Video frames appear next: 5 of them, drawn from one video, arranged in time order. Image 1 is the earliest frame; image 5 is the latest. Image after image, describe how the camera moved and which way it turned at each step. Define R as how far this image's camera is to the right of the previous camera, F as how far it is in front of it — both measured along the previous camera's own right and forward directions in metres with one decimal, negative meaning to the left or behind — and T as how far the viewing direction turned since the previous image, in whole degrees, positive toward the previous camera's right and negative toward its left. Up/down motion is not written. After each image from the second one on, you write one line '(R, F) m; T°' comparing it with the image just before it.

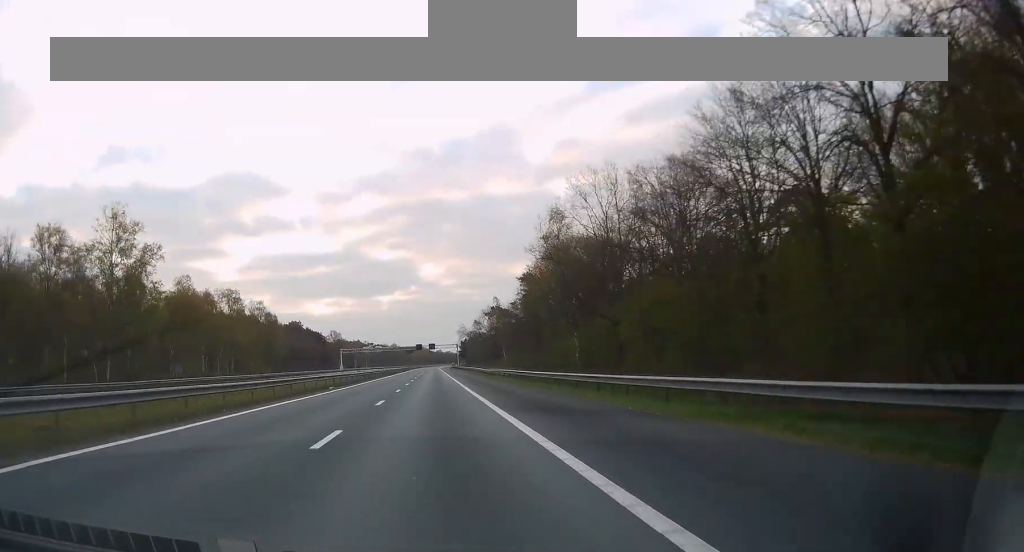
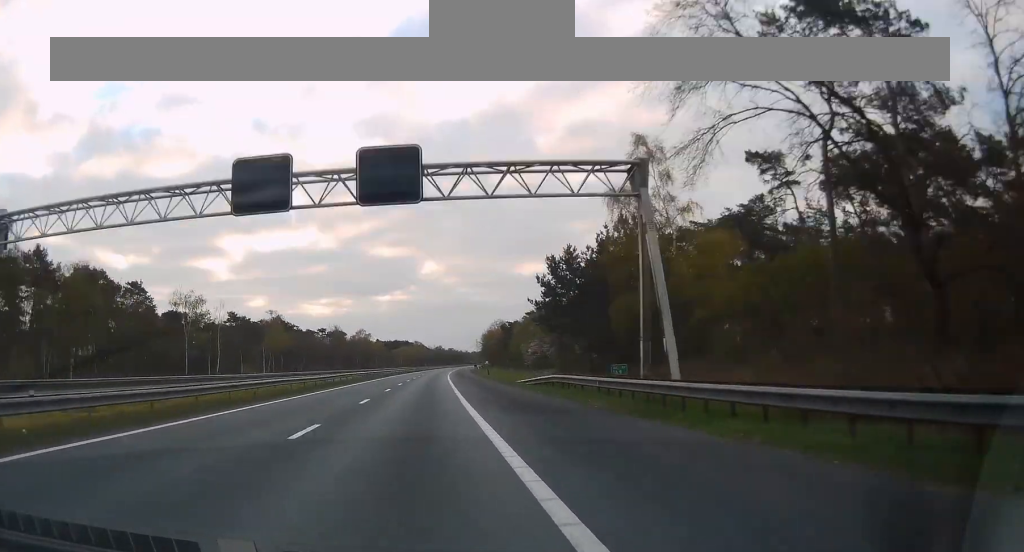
(+1.2, +181.7) m; +1°
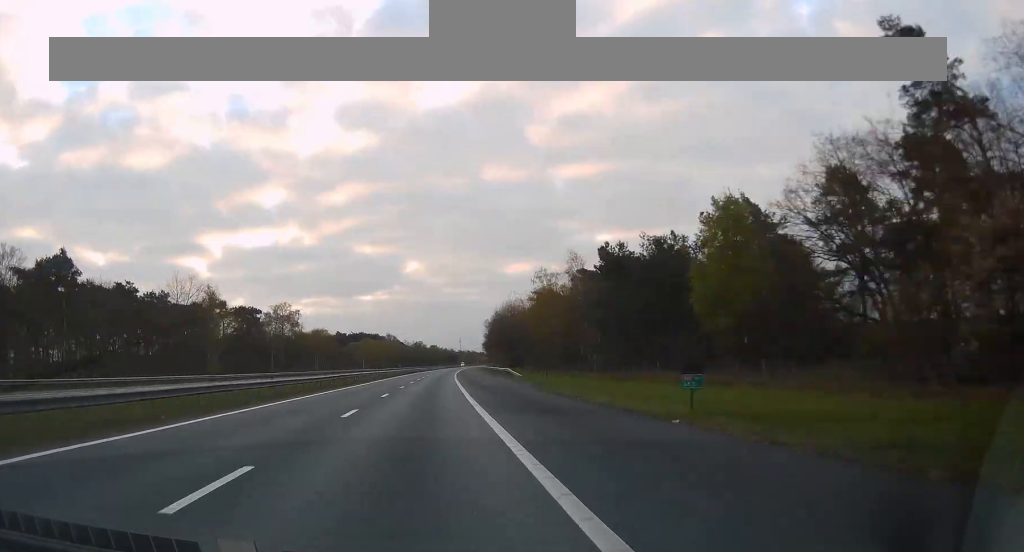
(+0.1, +105.7) m; +1°
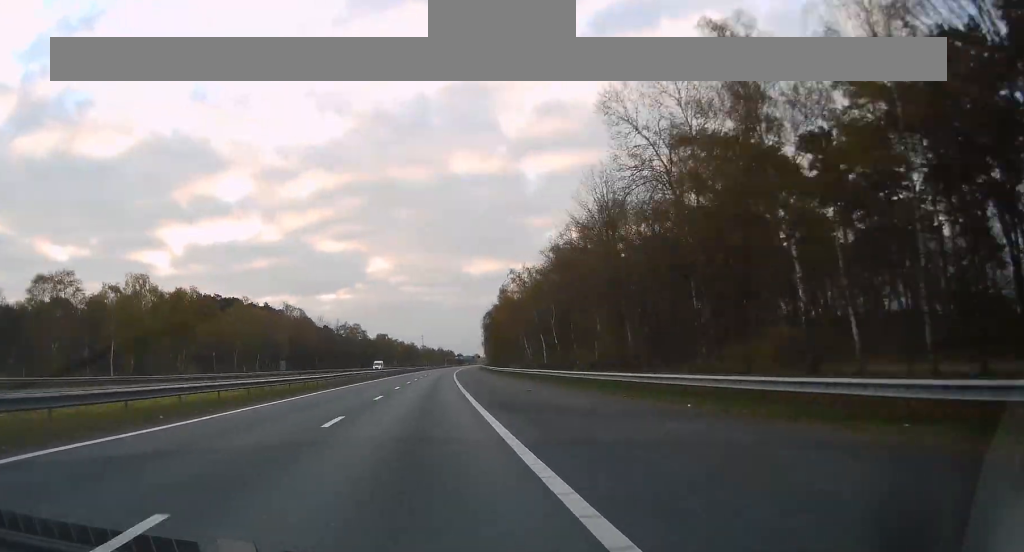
(+4.3, +164.8) m; +3°
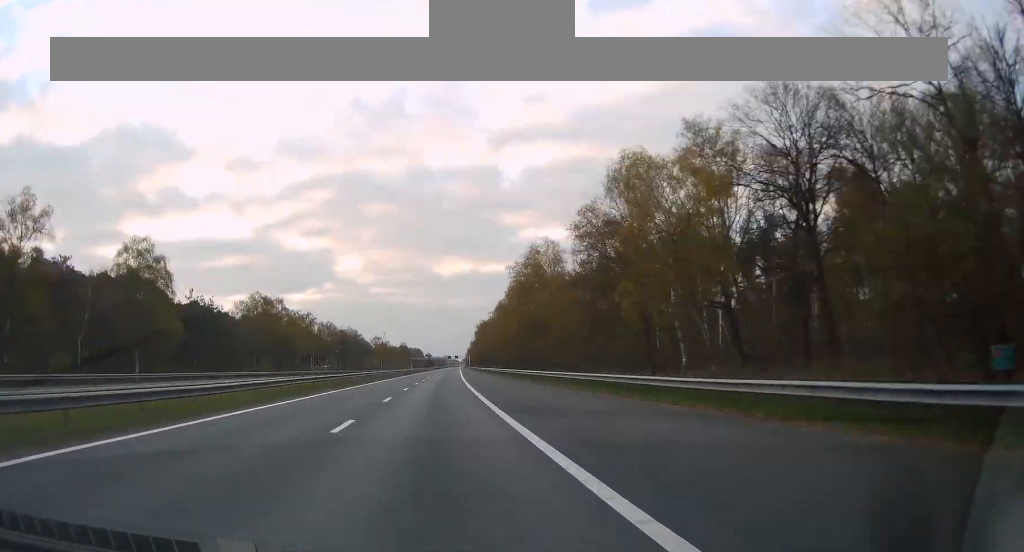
(+3.8, +153.0) m; +3°
